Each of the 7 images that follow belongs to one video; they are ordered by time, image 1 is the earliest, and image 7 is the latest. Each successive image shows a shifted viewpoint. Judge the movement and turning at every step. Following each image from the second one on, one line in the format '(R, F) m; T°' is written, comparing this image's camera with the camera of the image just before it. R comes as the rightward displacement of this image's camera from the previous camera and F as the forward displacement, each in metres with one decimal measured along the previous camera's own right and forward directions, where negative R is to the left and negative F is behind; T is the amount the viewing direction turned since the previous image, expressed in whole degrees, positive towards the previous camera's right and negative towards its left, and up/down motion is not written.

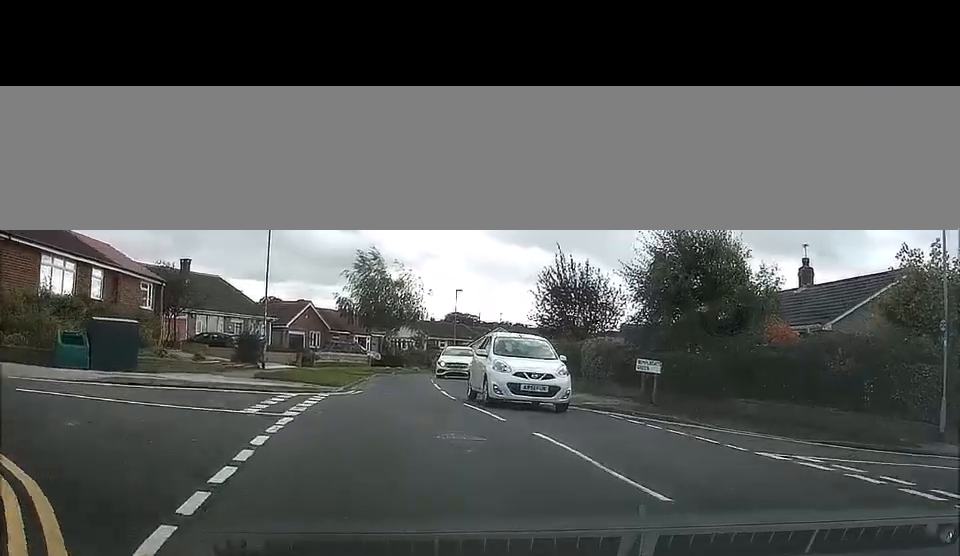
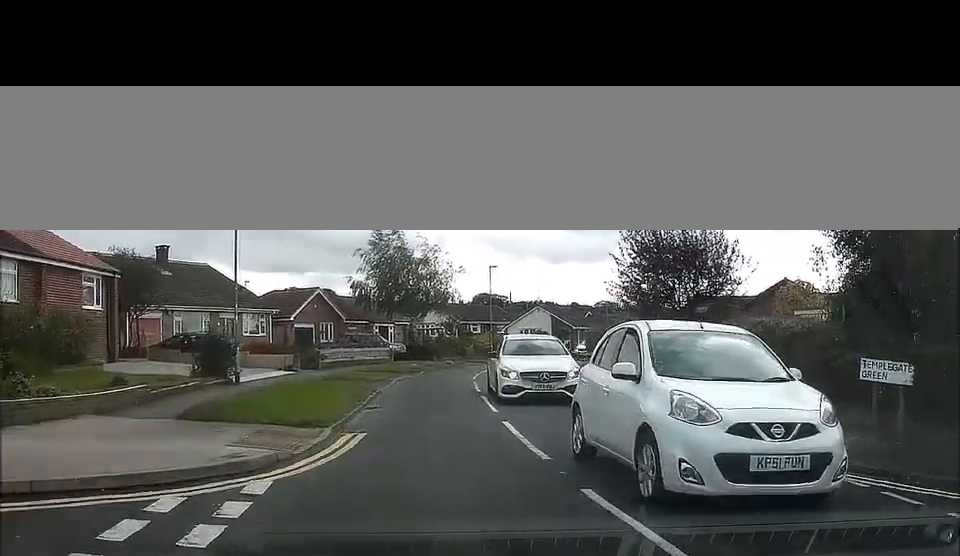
(+0.1, +8.5) m; +1°
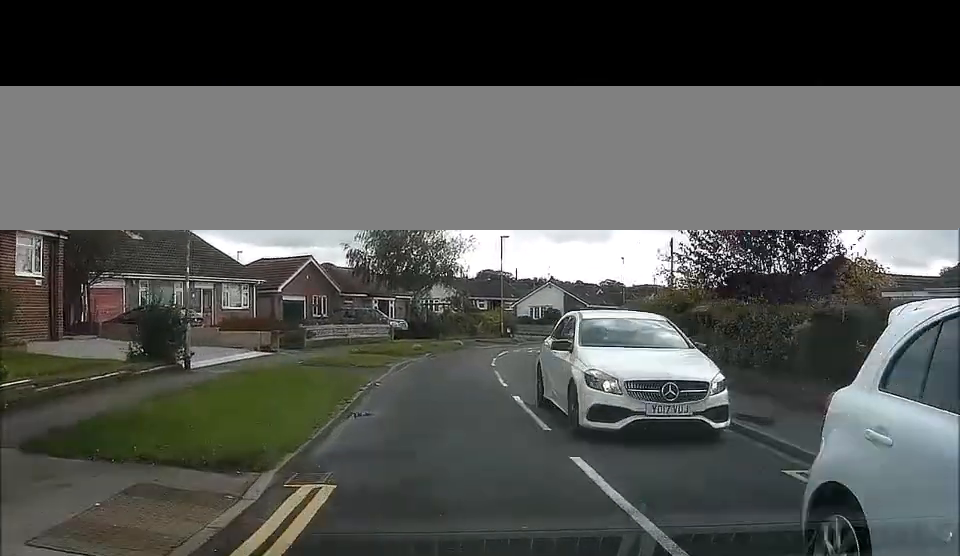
(0.0, +5.0) m; +1°
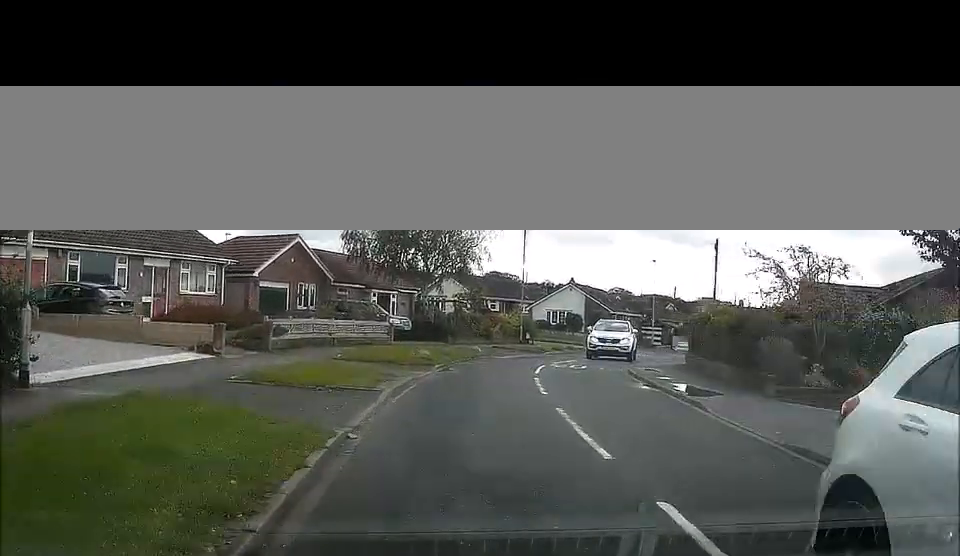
(0.0, +9.2) m; +1°
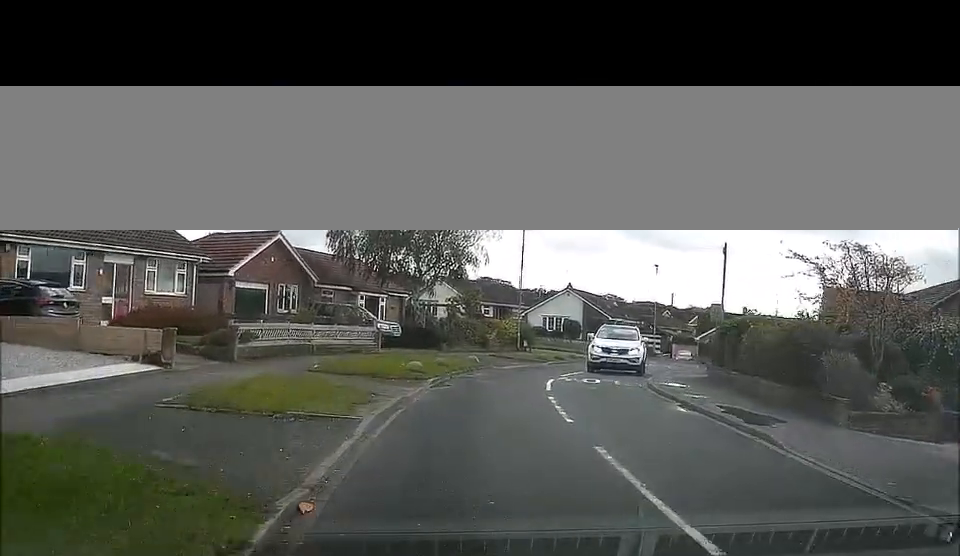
(-0.1, +3.8) m; +1°
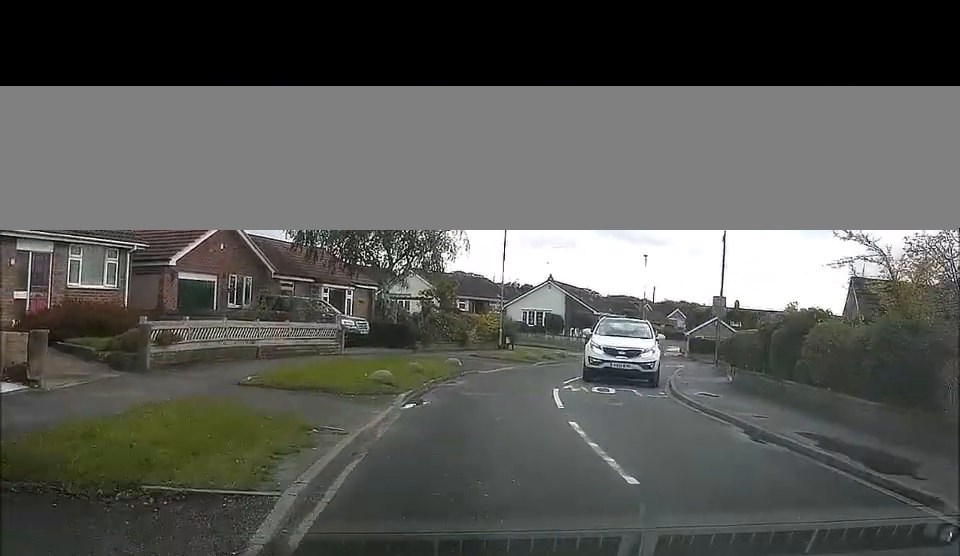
(+0.2, +3.9) m; +3°
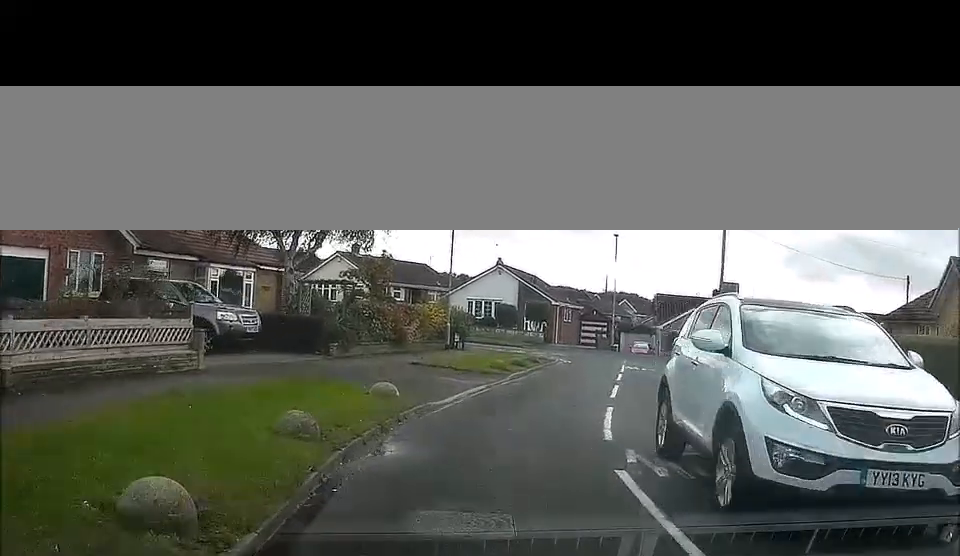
(+0.3, +8.8) m; +1°
